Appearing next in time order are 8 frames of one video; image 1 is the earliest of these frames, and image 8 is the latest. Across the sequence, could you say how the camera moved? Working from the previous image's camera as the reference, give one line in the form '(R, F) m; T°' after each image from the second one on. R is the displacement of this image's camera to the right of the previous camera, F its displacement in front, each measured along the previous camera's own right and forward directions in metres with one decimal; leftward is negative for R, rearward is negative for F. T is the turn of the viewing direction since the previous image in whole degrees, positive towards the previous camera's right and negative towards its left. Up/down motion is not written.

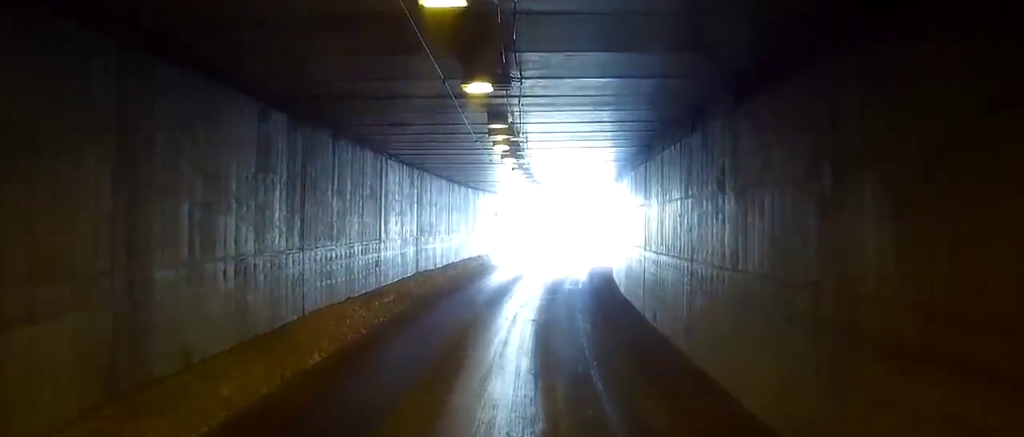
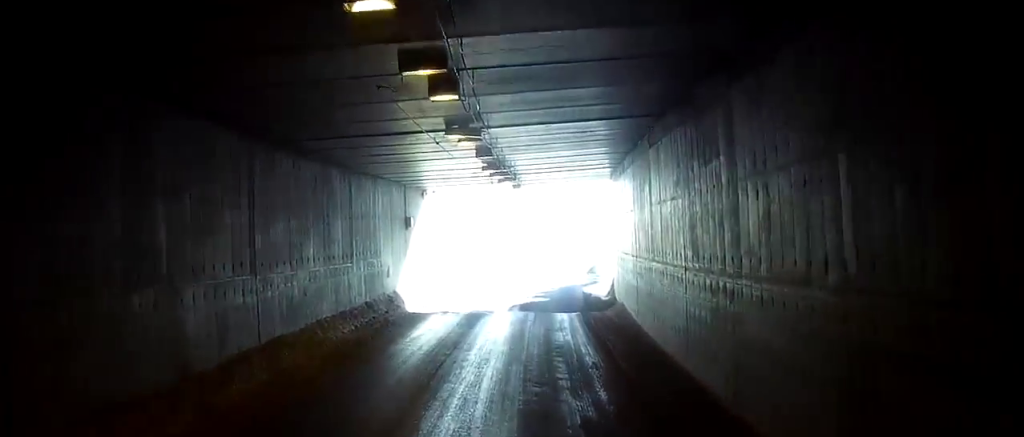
(-0.2, +38.4) m; +1°
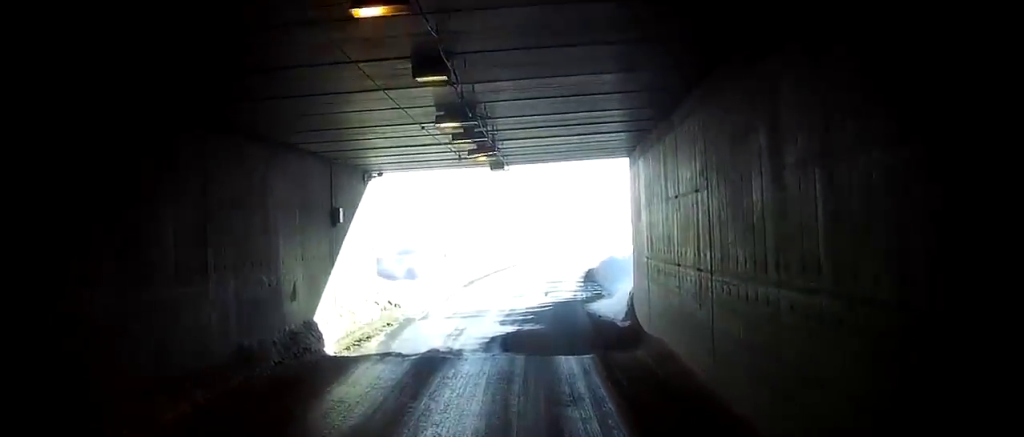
(+0.1, +17.1) m; +2°
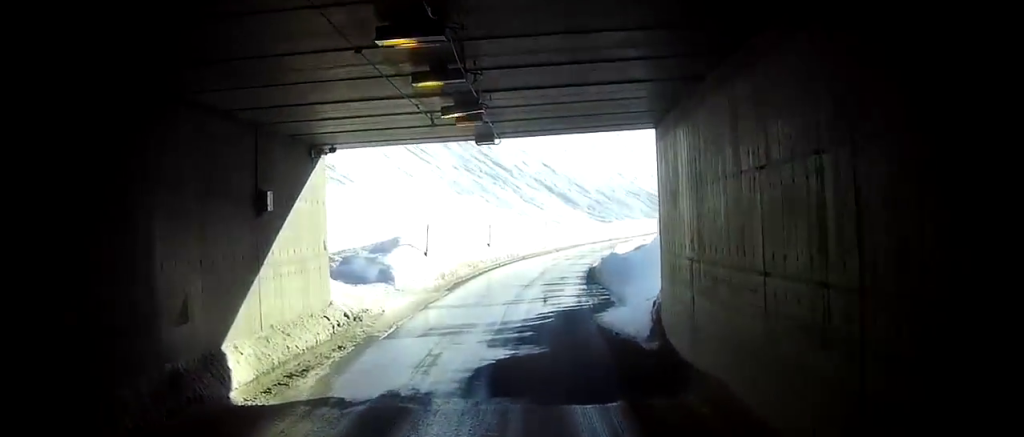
(+0.3, +9.6) m; +1°
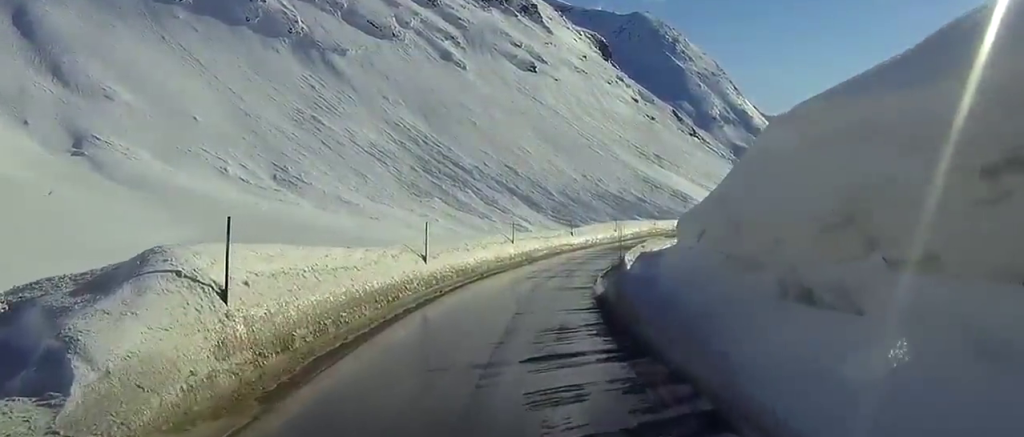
(+0.4, +34.1) m; -1°
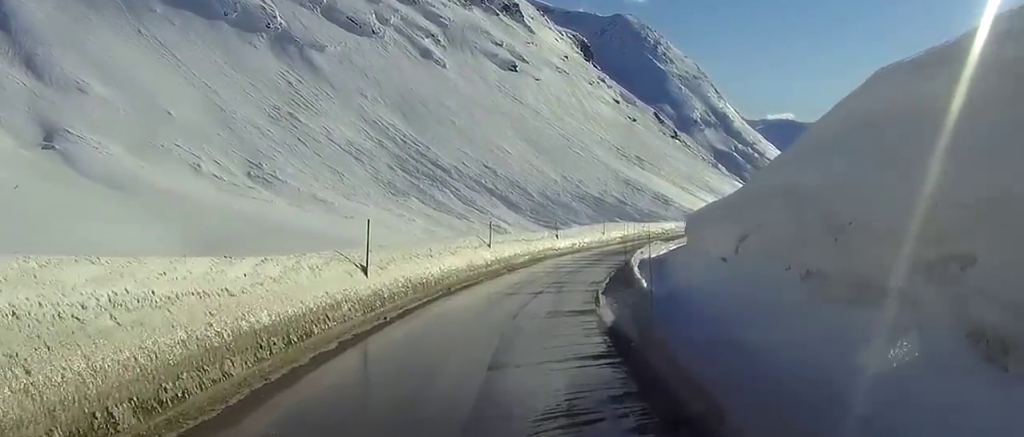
(0.0, +13.5) m; -5°
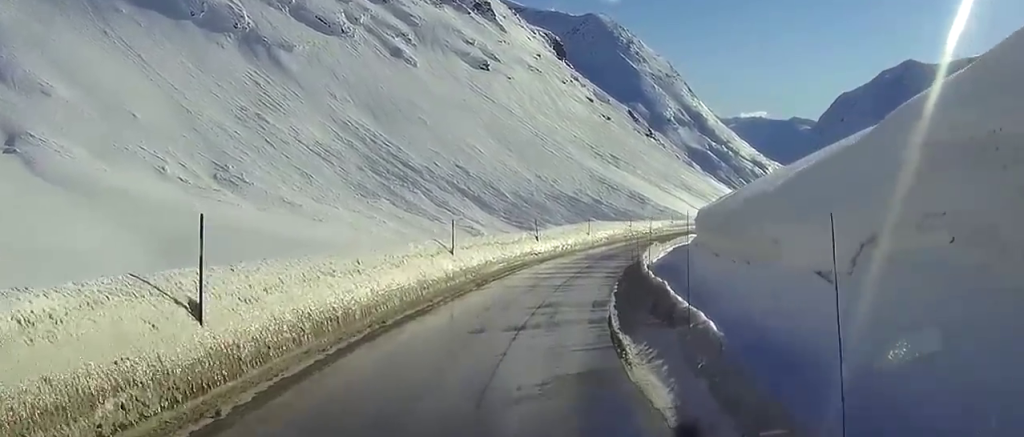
(-1.3, +15.9) m; 0°
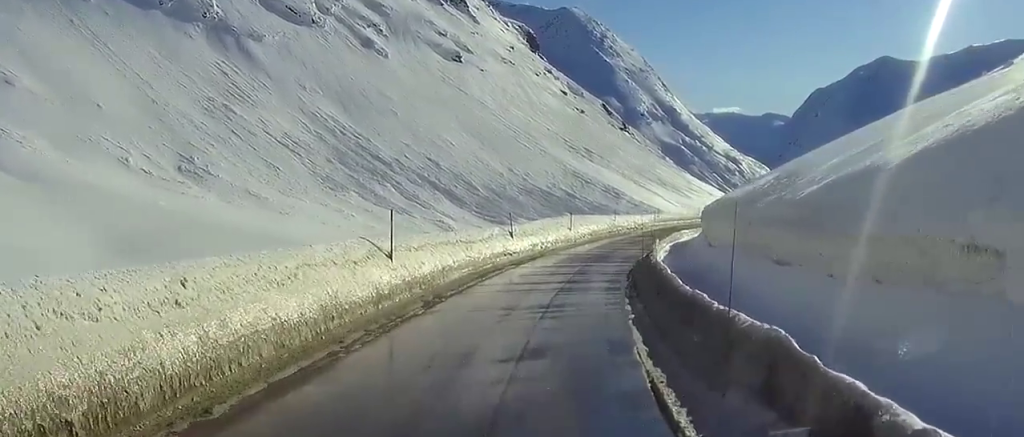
(0.0, +14.9) m; +5°
